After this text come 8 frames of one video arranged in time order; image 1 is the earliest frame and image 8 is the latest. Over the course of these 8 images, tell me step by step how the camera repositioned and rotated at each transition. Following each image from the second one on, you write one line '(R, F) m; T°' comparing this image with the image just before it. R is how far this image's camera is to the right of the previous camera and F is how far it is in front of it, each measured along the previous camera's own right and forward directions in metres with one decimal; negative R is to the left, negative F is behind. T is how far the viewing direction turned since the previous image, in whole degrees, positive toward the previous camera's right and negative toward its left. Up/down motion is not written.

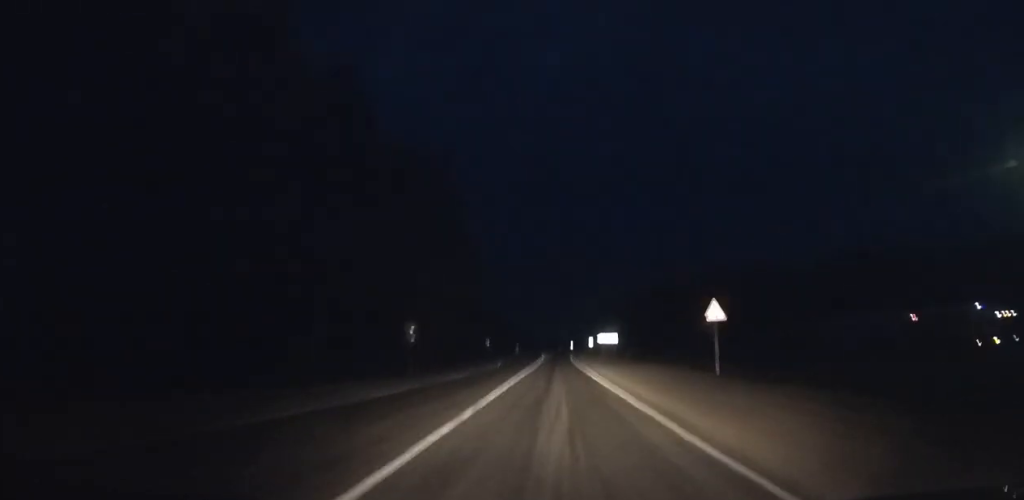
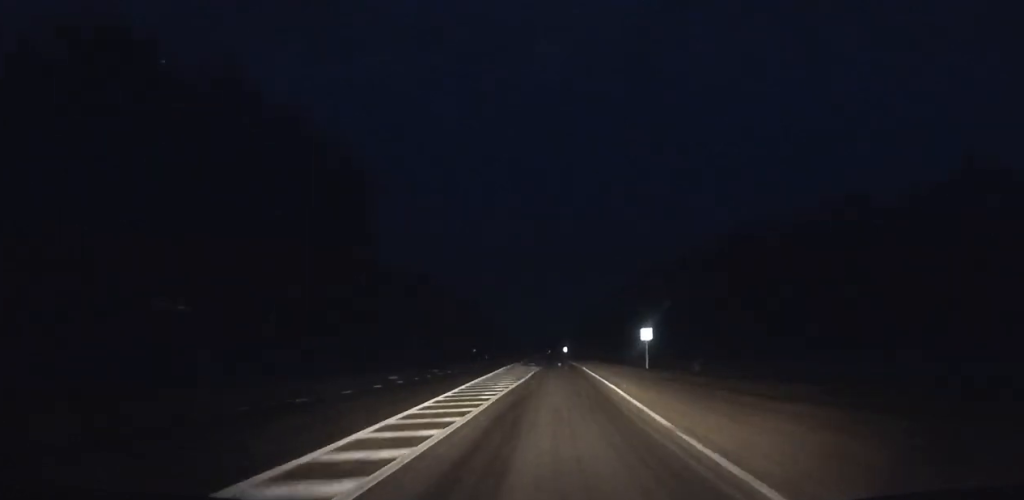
(0.0, +89.4) m; 0°
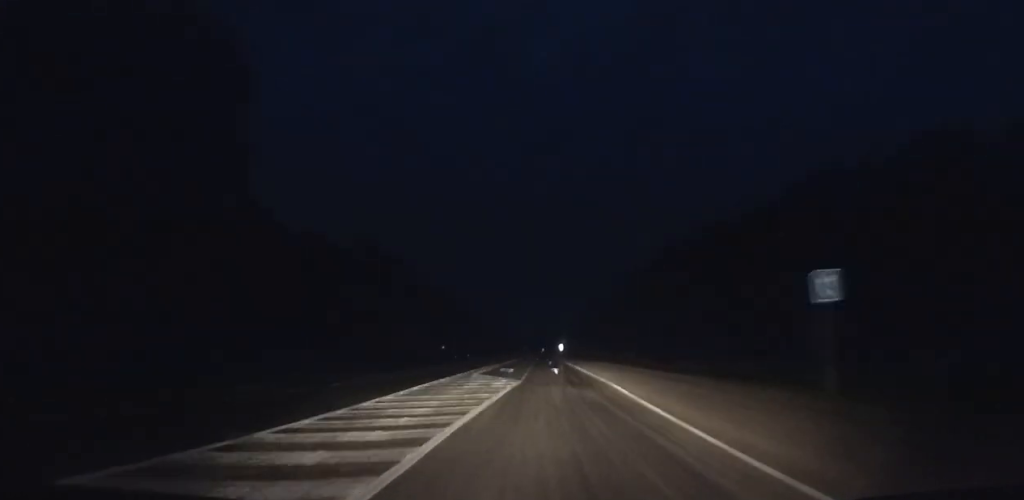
(0.0, +30.4) m; 0°
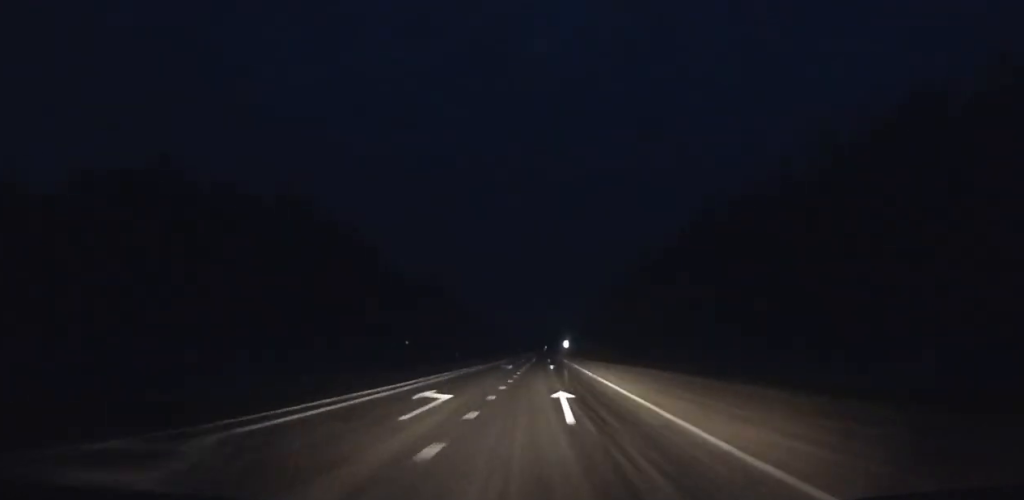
(0.0, +26.8) m; 0°
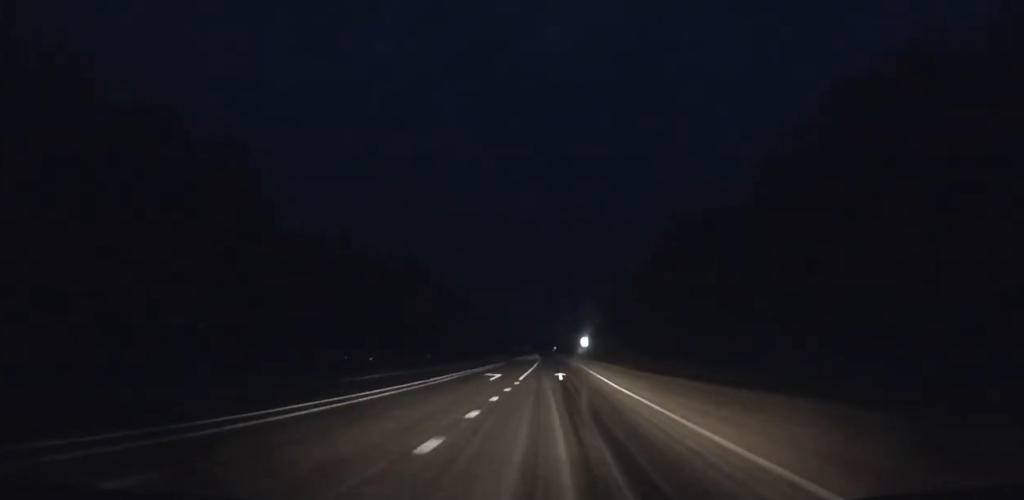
(-0.1, +44.8) m; 0°
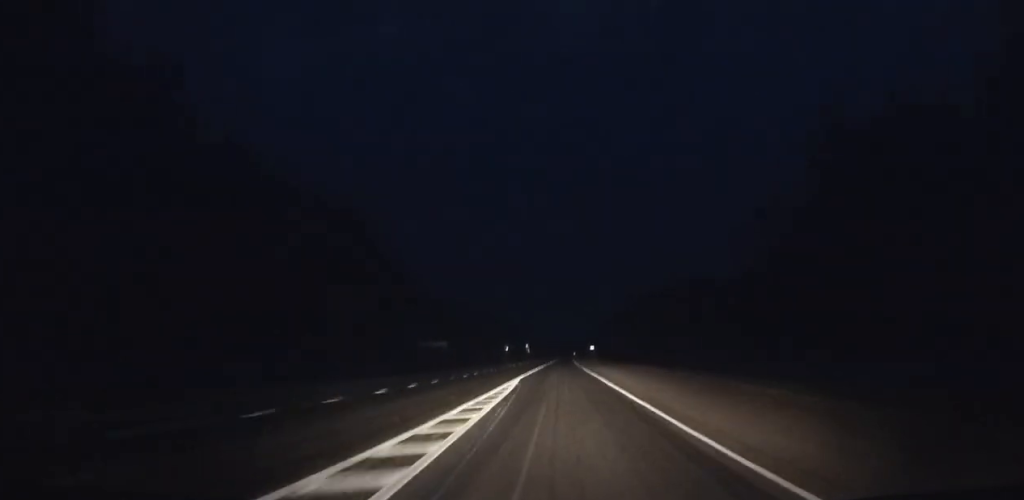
(-2.9, +178.5) m; -1°
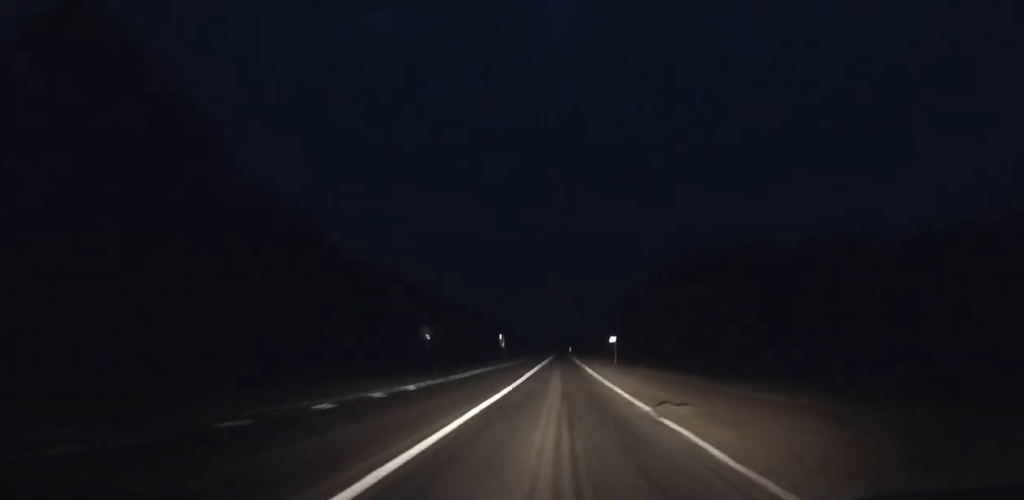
(+0.2, +52.3) m; 0°
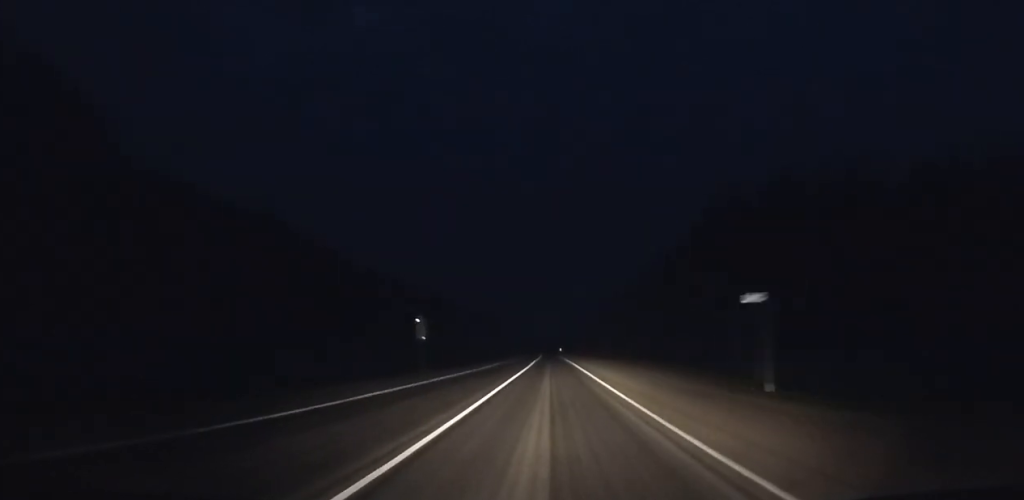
(+0.3, +50.4) m; 0°
